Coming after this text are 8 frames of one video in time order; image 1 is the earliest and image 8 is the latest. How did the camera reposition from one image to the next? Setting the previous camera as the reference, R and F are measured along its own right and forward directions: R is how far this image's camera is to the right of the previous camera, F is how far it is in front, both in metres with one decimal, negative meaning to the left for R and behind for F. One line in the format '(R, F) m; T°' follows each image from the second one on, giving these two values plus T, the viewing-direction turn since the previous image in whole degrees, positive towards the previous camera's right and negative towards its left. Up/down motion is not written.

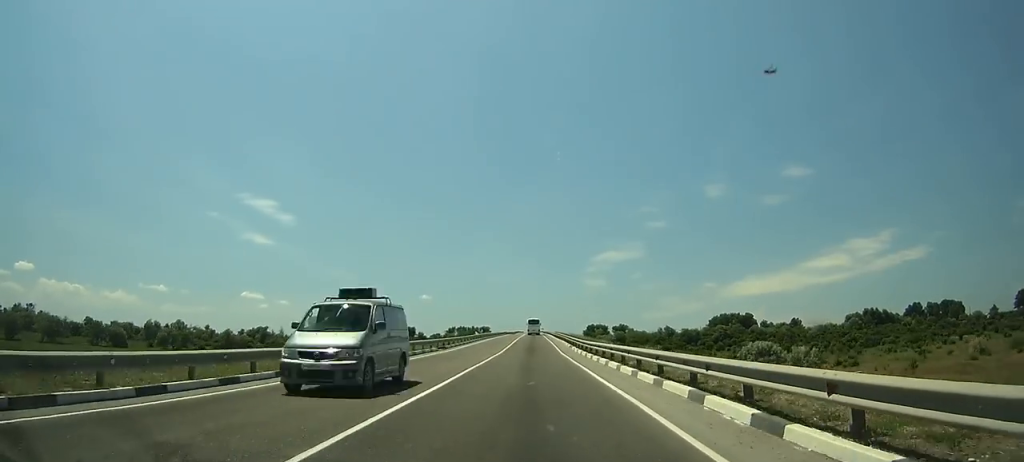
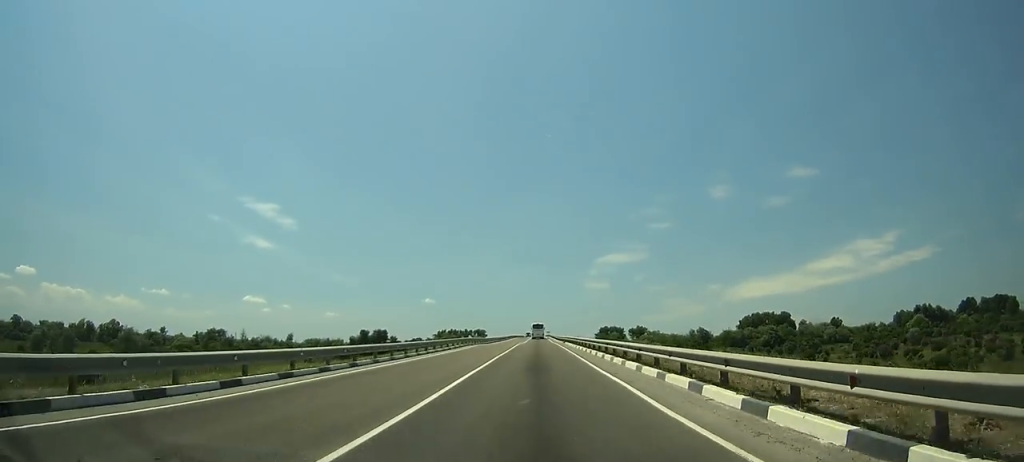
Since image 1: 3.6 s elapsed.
(-0.2, +87.6) m; 0°
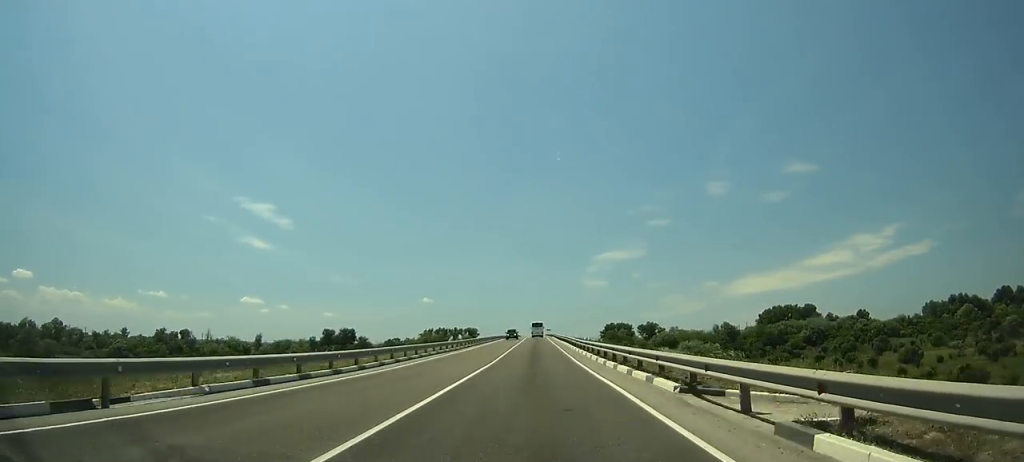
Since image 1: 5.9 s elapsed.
(+0.1, +55.9) m; 0°
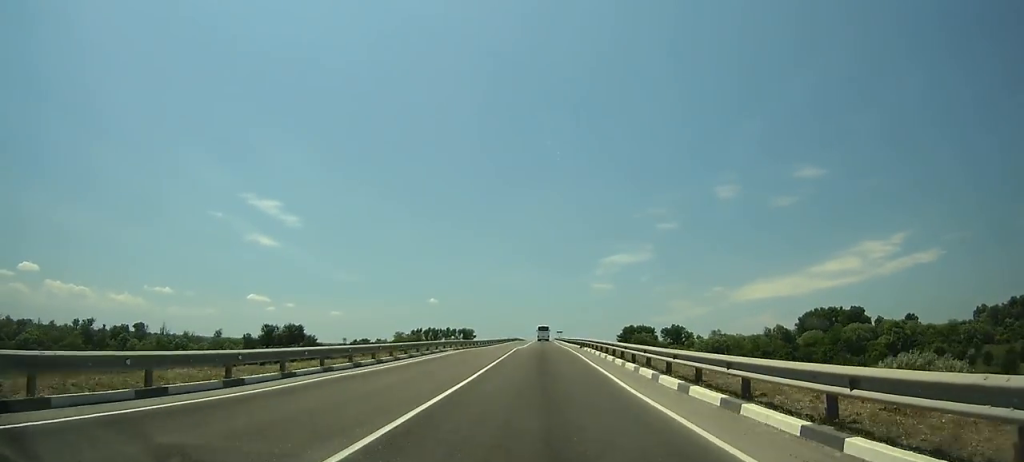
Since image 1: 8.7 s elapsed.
(+0.2, +68.1) m; 0°
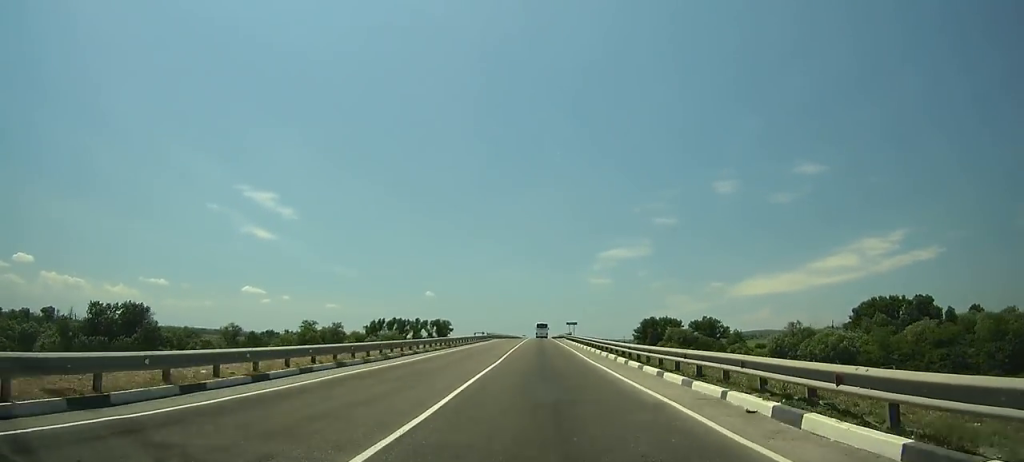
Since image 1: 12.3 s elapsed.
(0.0, +87.3) m; 0°
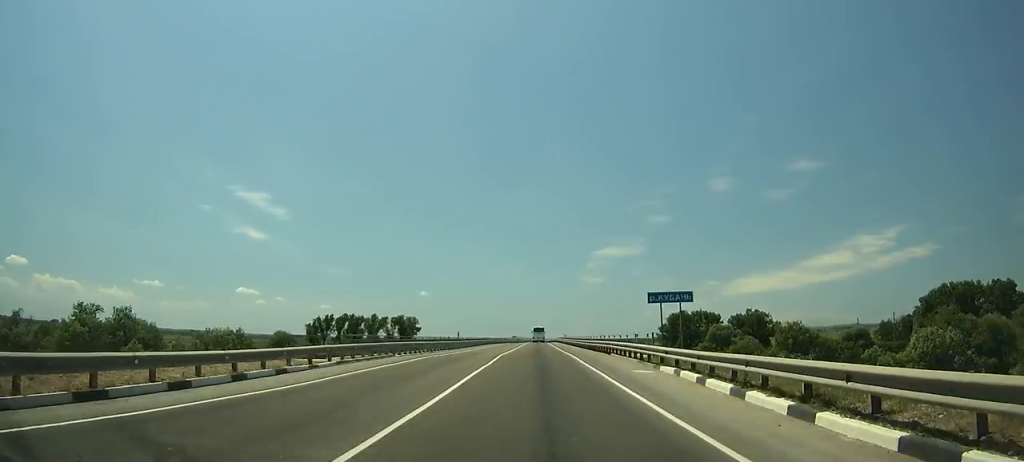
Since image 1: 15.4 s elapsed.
(+0.2, +75.0) m; 0°
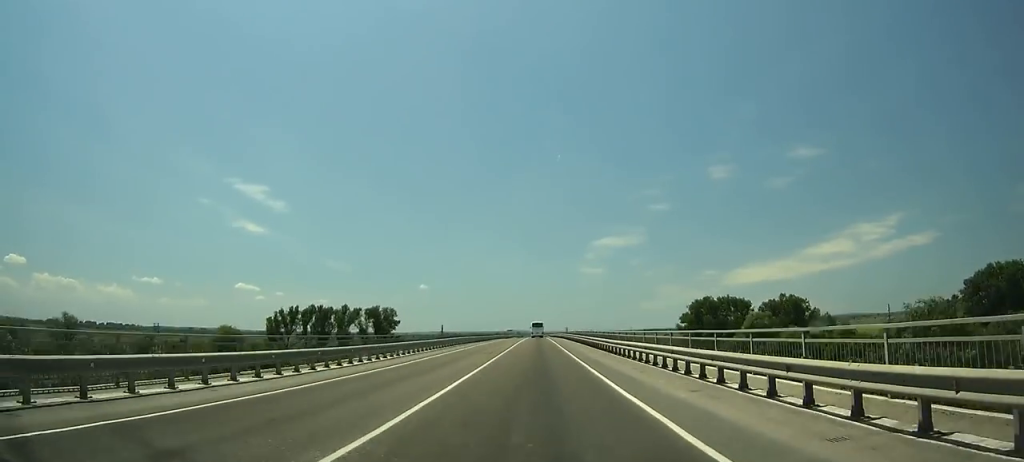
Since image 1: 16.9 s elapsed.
(+0.1, +36.3) m; 0°
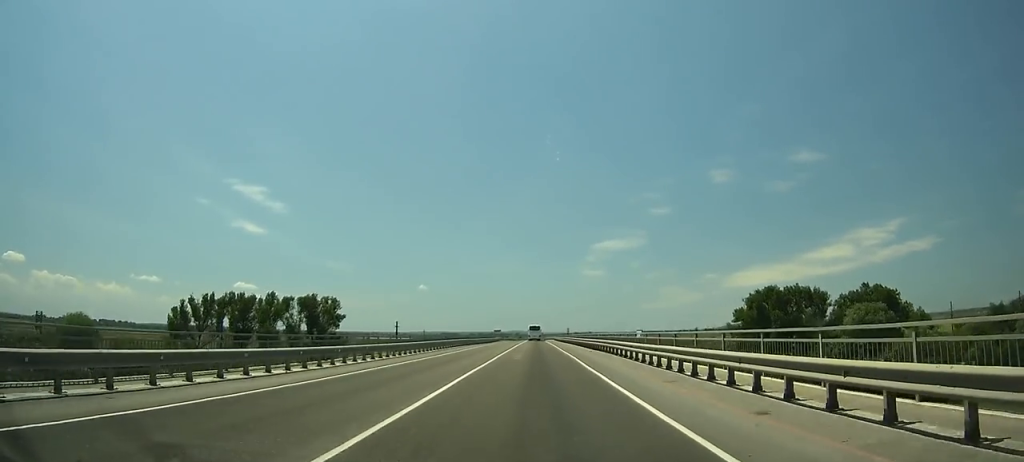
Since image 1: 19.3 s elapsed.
(-0.1, +58.1) m; 0°
